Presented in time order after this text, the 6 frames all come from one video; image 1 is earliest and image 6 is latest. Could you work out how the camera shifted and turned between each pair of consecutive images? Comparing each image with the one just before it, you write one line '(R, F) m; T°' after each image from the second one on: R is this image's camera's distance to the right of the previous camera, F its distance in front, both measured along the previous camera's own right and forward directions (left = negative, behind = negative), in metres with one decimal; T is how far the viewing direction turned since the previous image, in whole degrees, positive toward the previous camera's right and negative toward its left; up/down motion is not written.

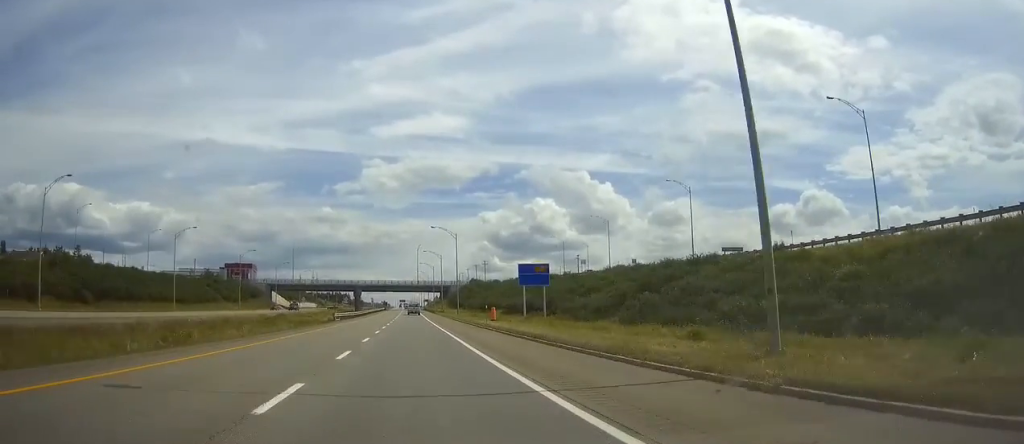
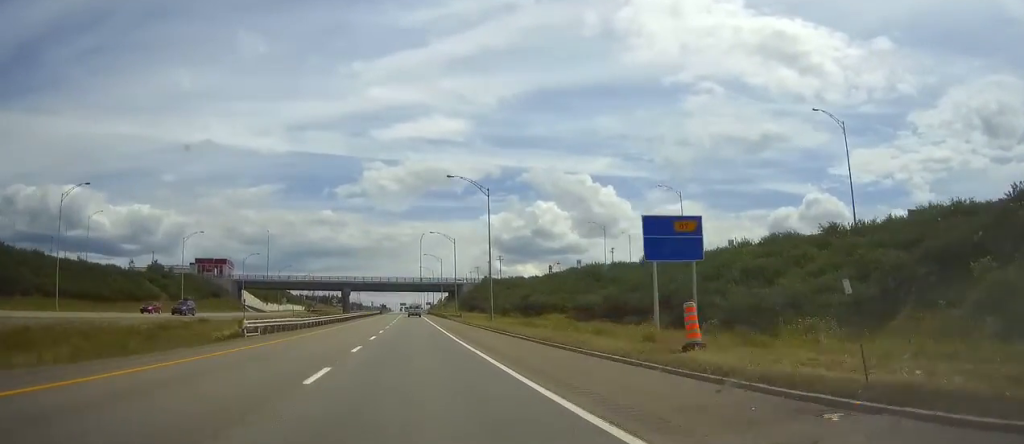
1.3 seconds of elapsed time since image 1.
(0.0, +40.9) m; 0°
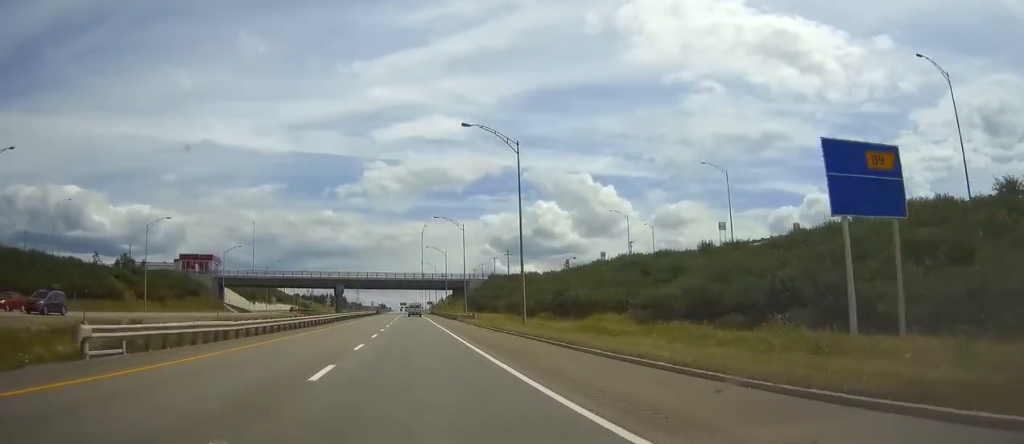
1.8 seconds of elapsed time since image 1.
(0.0, +17.2) m; 0°
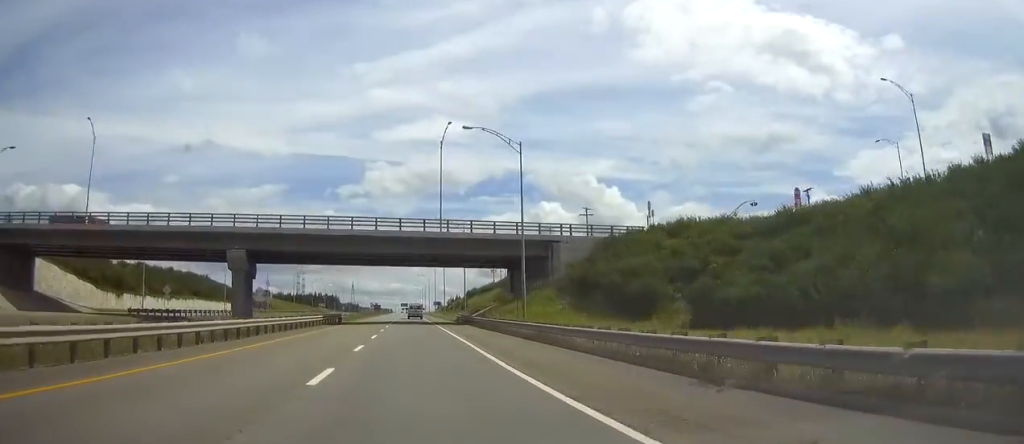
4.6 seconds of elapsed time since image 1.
(-0.1, +89.0) m; 0°
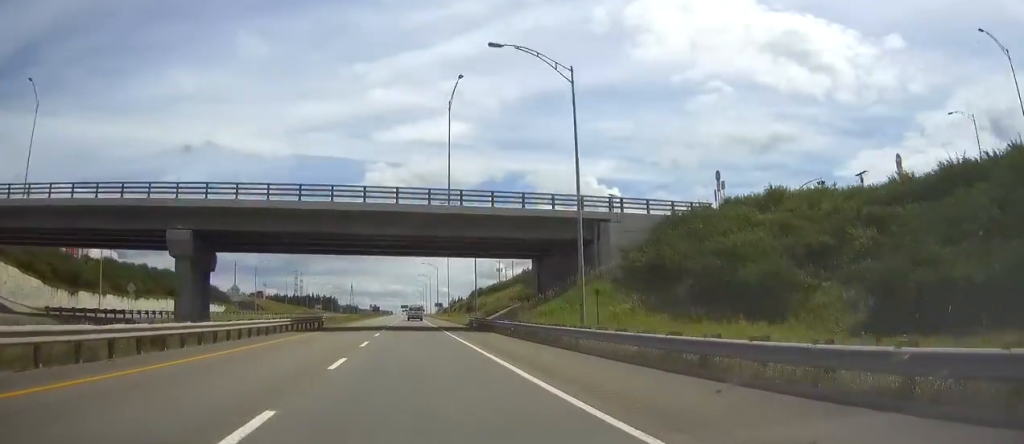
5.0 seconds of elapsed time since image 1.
(-0.1, +15.0) m; 0°
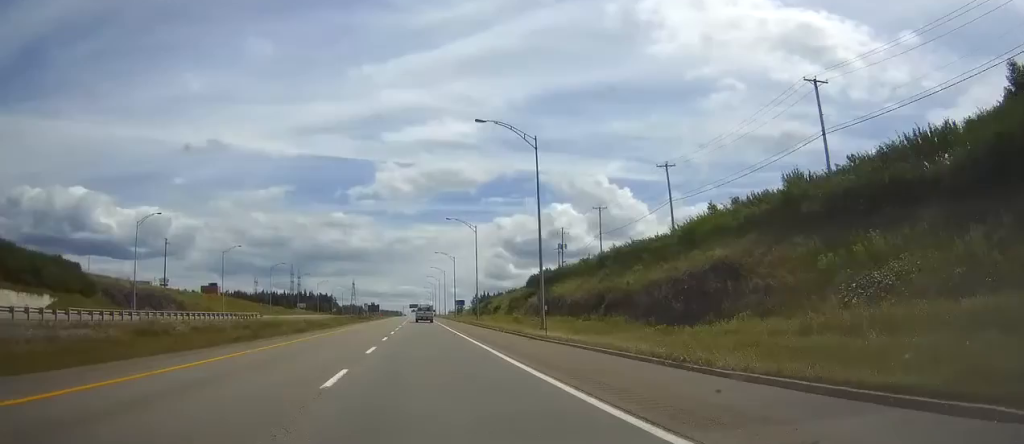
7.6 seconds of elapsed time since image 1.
(+0.8, +82.5) m; 0°
